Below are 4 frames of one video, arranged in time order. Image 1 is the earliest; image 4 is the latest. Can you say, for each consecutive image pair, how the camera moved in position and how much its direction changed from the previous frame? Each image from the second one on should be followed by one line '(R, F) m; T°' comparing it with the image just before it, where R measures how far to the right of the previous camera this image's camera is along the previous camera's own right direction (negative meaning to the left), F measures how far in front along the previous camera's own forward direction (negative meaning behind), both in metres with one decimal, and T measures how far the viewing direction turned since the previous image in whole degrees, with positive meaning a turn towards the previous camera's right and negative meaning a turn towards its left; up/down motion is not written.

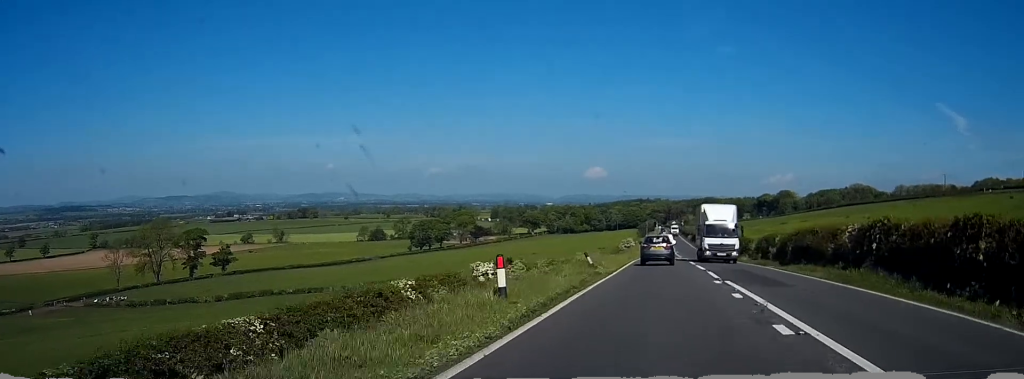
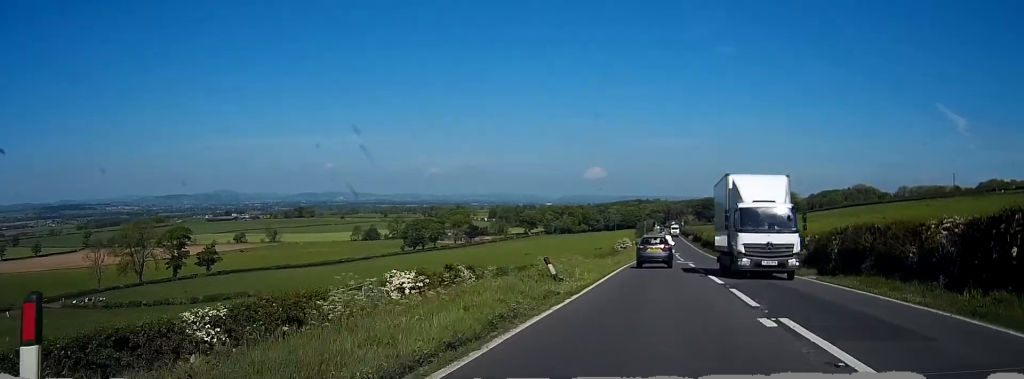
(+0.1, +10.6) m; +1°
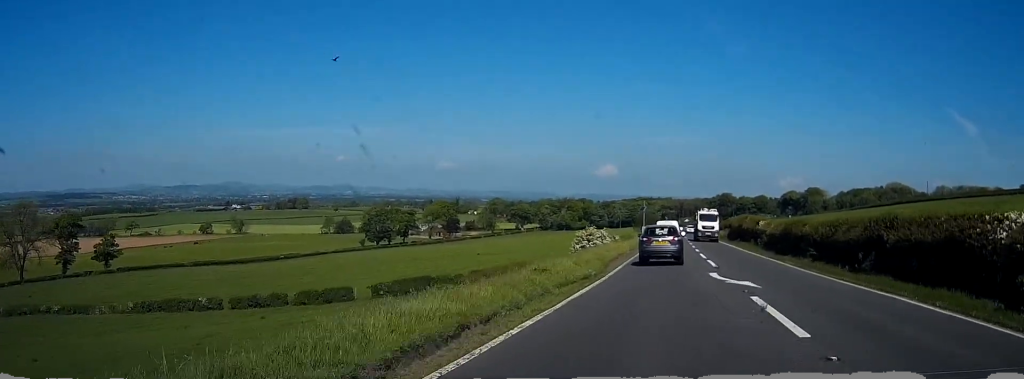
(-0.4, +66.9) m; 0°
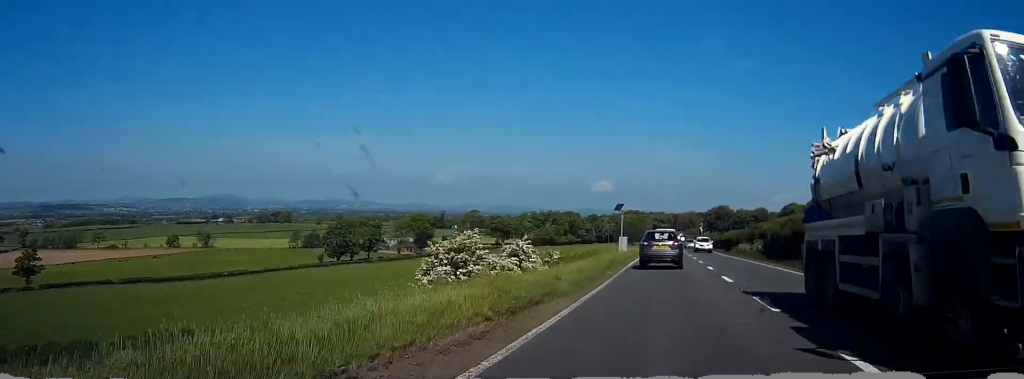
(-0.1, +34.5) m; 0°
